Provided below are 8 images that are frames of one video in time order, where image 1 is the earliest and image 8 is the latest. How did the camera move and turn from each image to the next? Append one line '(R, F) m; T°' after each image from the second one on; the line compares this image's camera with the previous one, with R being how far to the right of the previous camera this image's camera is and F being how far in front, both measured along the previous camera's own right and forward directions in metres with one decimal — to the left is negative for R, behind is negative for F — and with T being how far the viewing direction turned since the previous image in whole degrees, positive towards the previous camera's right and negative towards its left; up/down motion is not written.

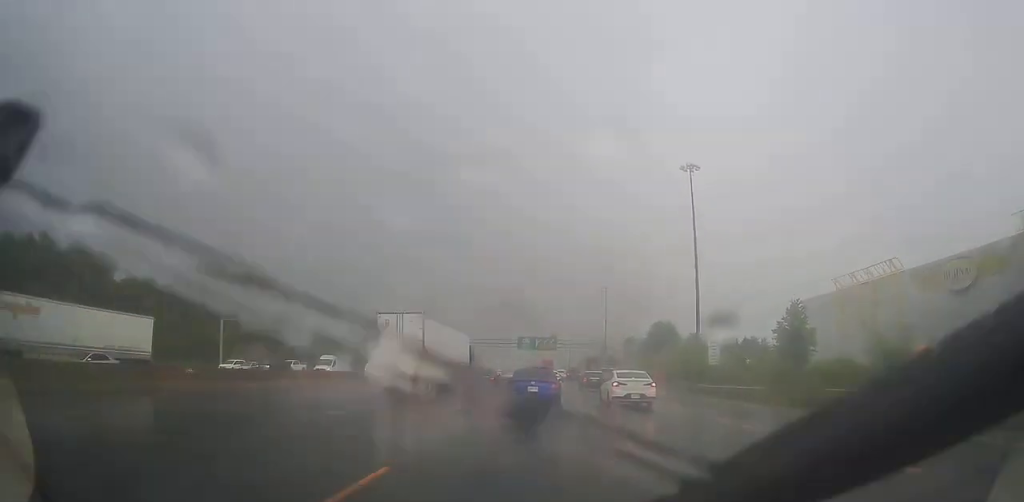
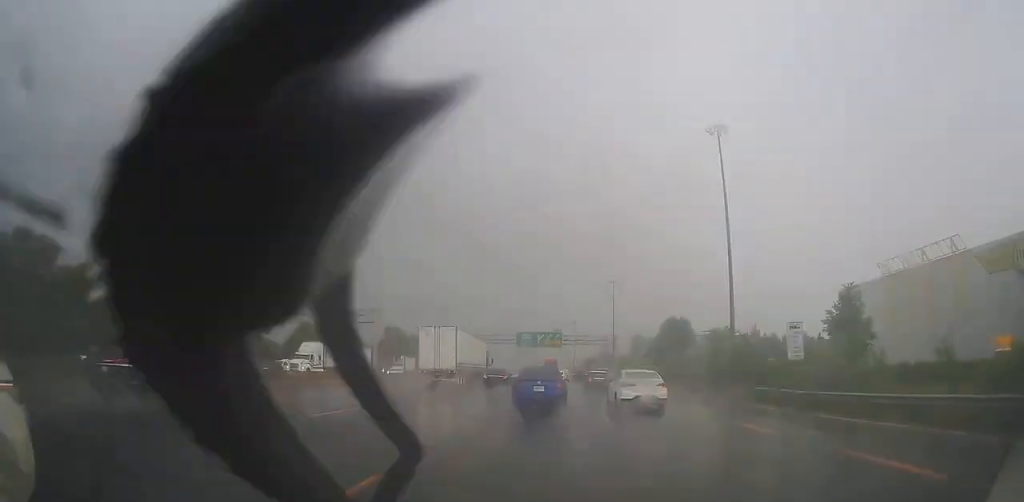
(-0.3, +12.9) m; -2°
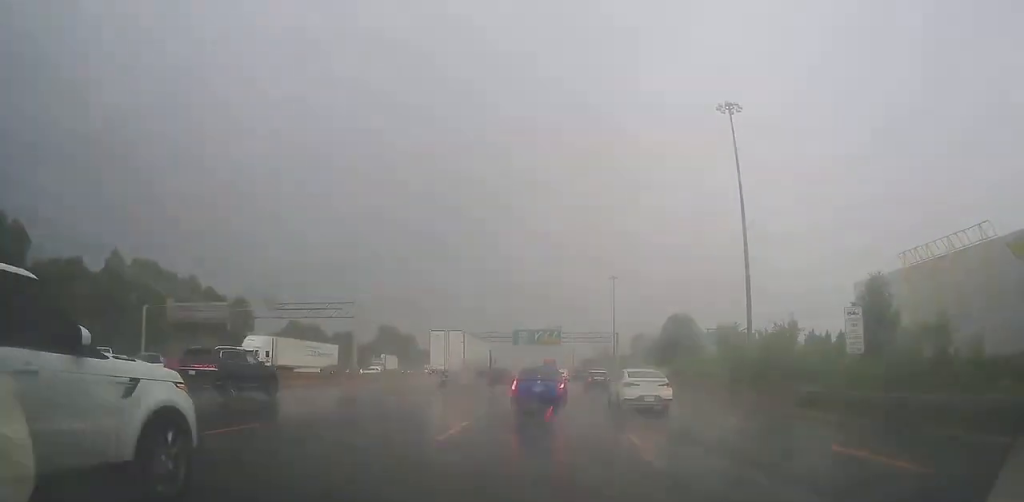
(-0.1, +6.1) m; 0°
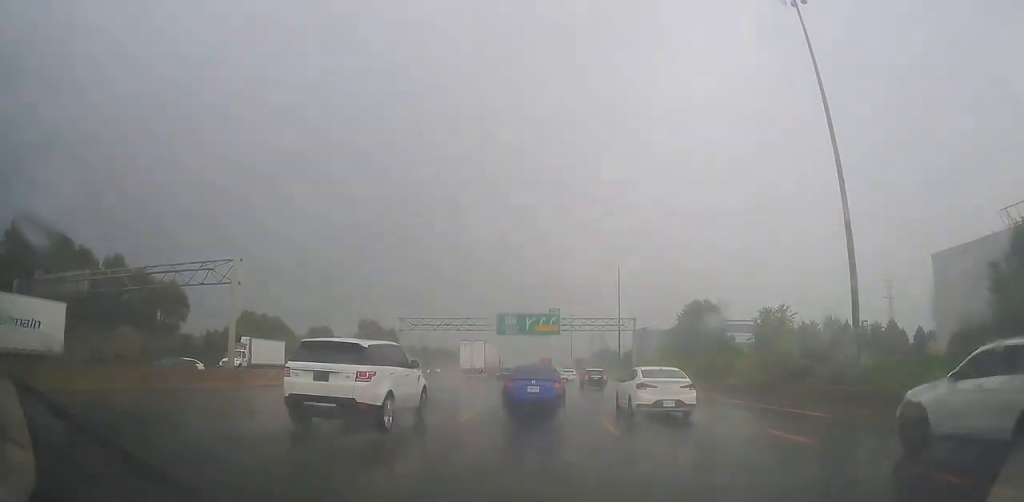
(+0.9, +21.5) m; +1°
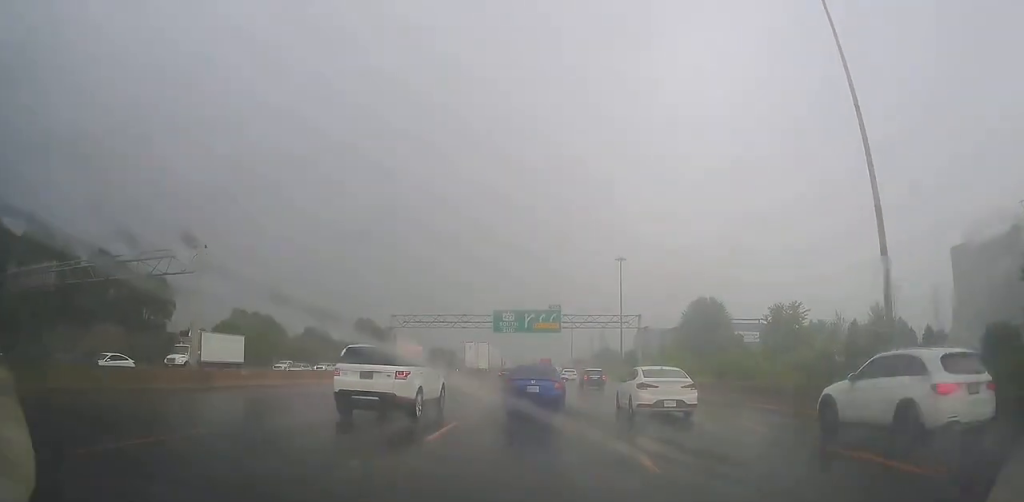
(-0.3, +4.1) m; 0°
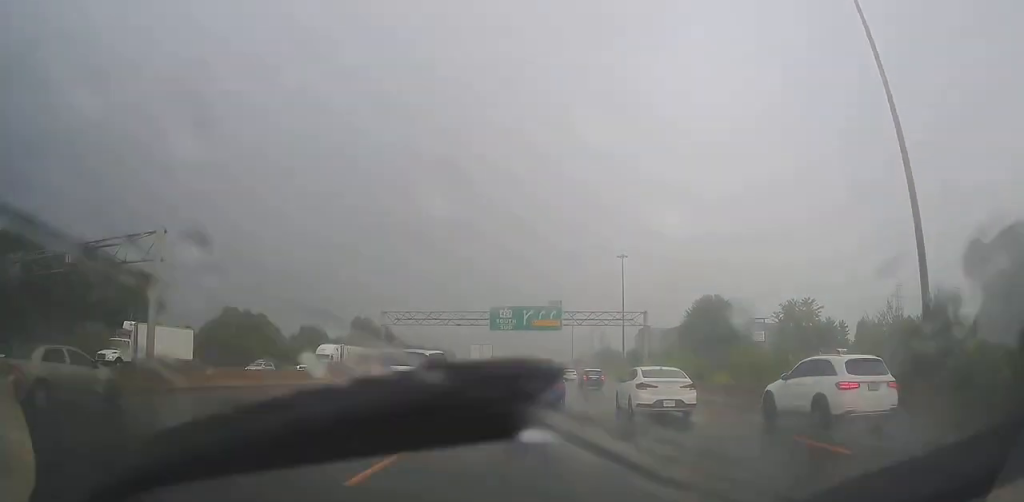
(-0.3, +4.1) m; 0°
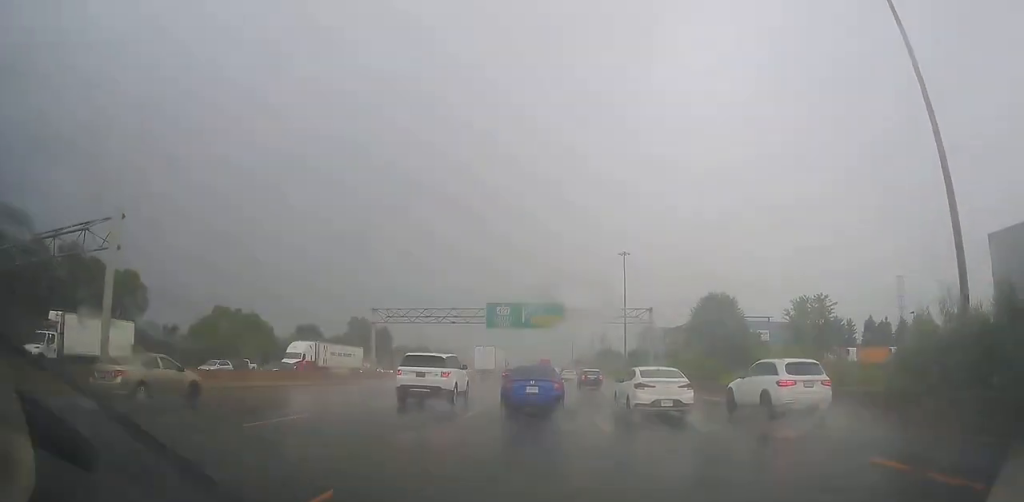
(+0.1, +3.6) m; 0°
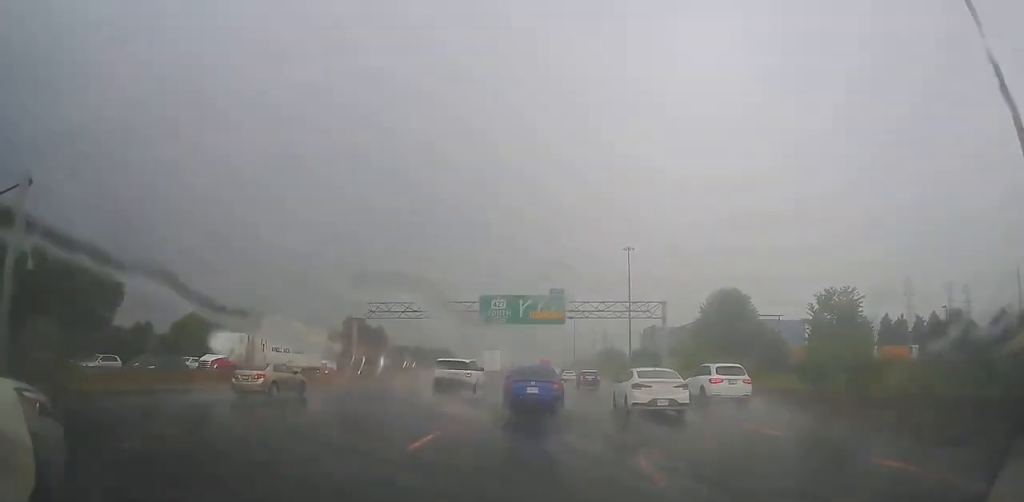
(+0.5, +6.5) m; +1°
